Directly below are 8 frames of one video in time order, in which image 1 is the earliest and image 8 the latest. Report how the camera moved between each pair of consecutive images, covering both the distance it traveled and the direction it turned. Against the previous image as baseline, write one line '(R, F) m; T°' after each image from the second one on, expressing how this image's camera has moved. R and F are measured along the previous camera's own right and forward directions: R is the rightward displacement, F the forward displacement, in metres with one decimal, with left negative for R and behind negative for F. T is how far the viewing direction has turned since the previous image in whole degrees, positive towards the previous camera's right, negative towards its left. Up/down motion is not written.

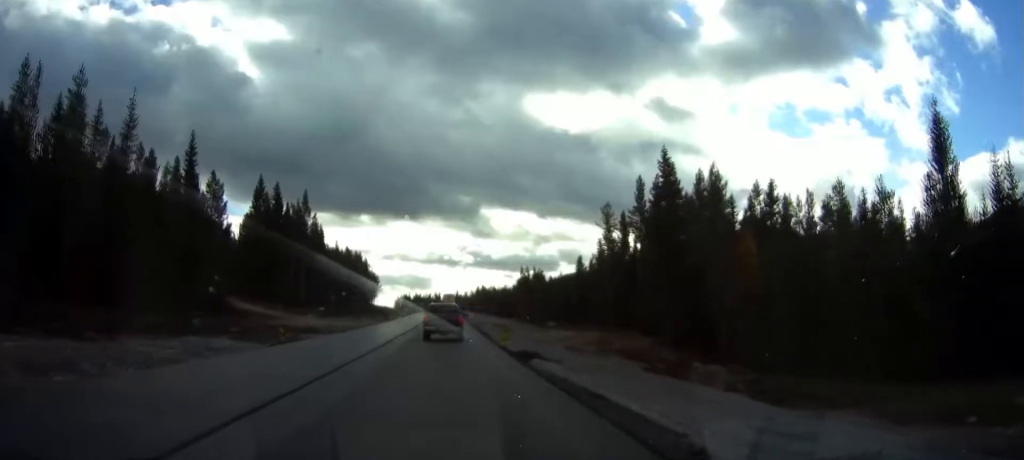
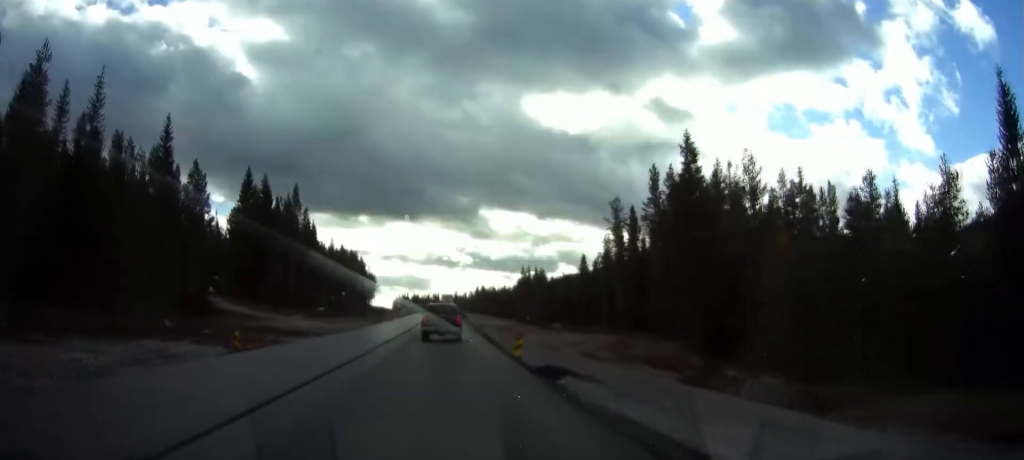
(+0.1, +6.6) m; 0°
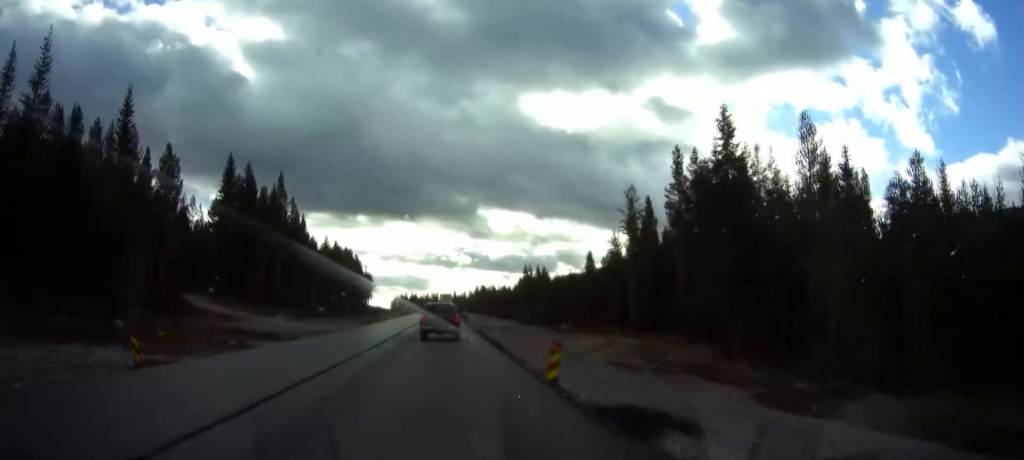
(-0.1, +8.5) m; 0°
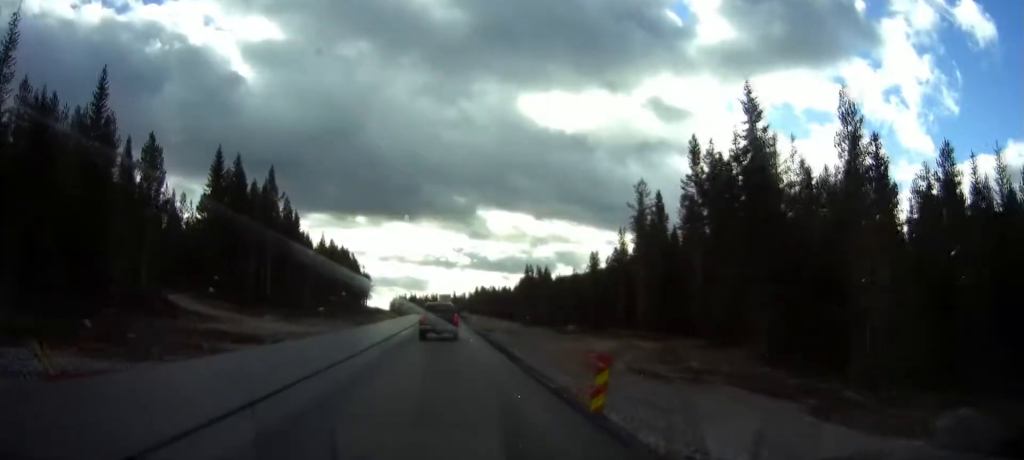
(0.0, +4.9) m; 0°
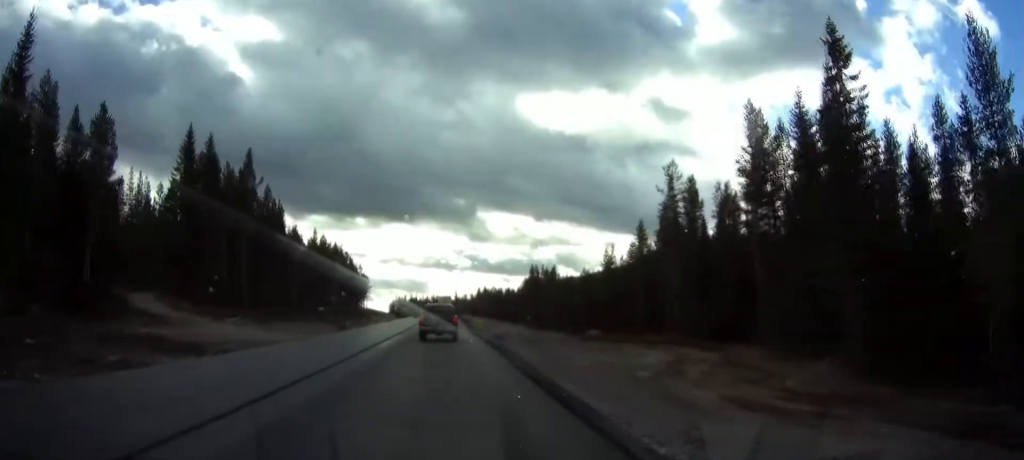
(0.0, +11.7) m; 0°
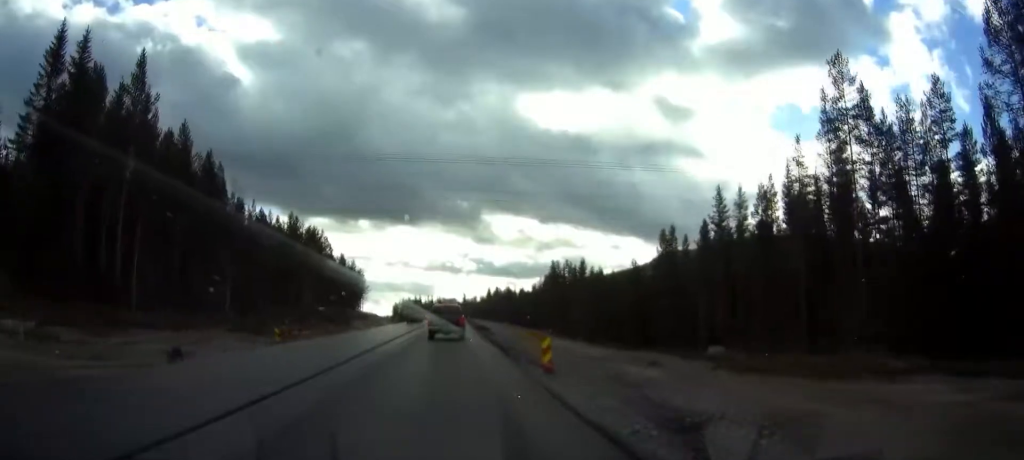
(0.0, +33.2) m; 0°
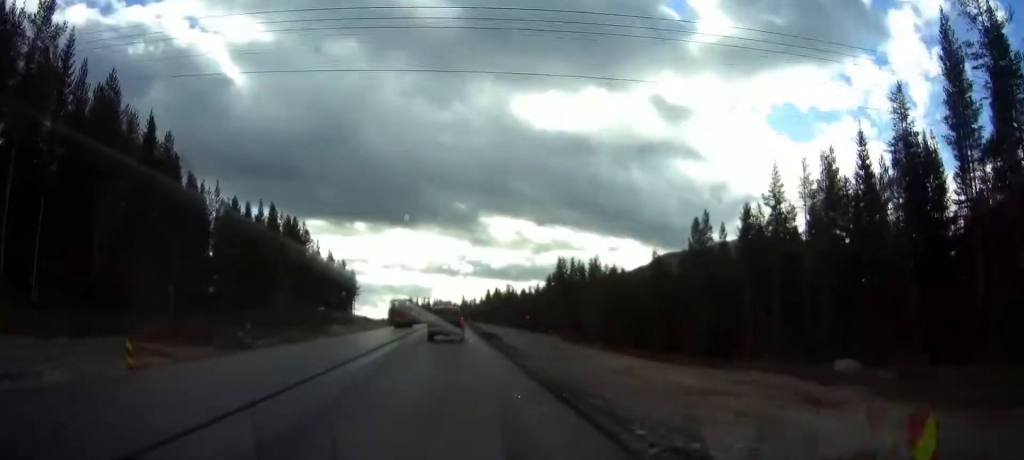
(0.0, +14.8) m; 0°
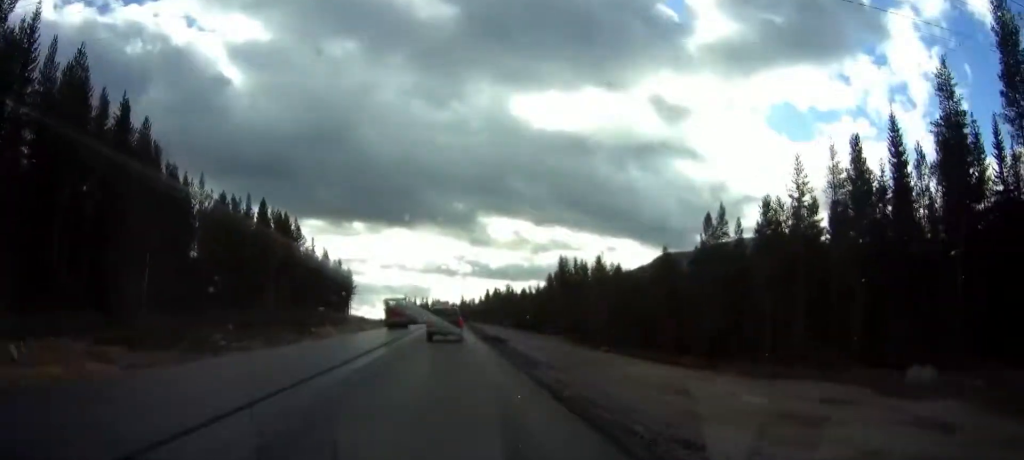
(0.0, +5.3) m; 0°
